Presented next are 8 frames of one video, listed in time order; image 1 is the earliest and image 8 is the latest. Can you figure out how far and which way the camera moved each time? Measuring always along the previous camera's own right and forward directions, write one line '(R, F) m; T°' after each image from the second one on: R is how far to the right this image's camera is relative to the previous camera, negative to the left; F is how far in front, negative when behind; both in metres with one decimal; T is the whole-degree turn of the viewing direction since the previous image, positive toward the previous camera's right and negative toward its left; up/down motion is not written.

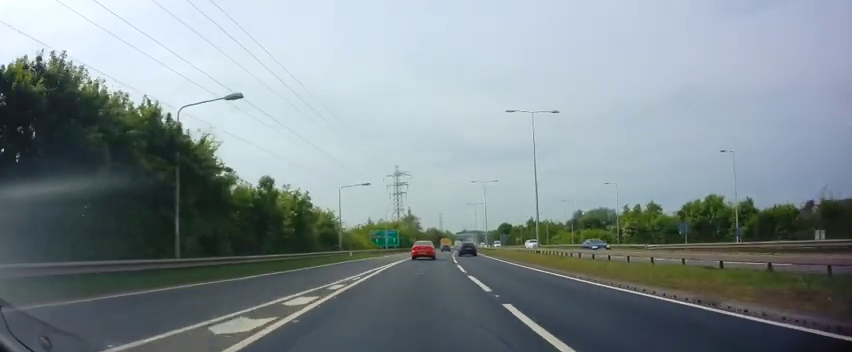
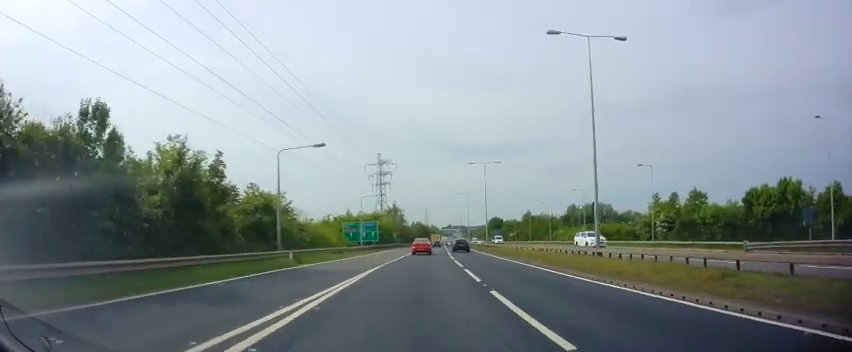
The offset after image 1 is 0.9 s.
(0.0, +15.8) m; +2°
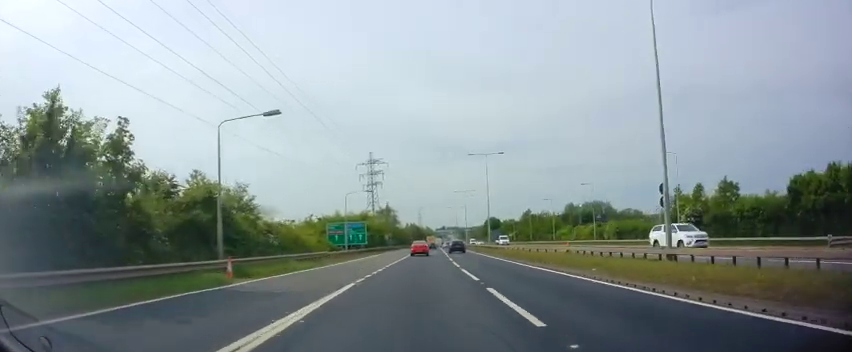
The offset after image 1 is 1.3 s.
(+0.3, +7.7) m; +1°
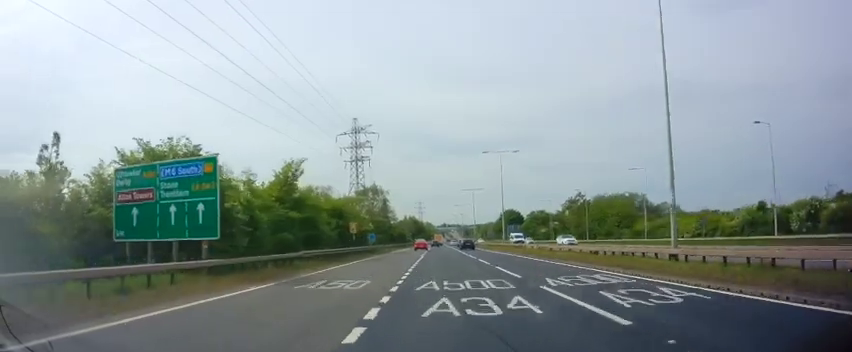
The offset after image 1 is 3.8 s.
(+0.7, +43.1) m; 0°
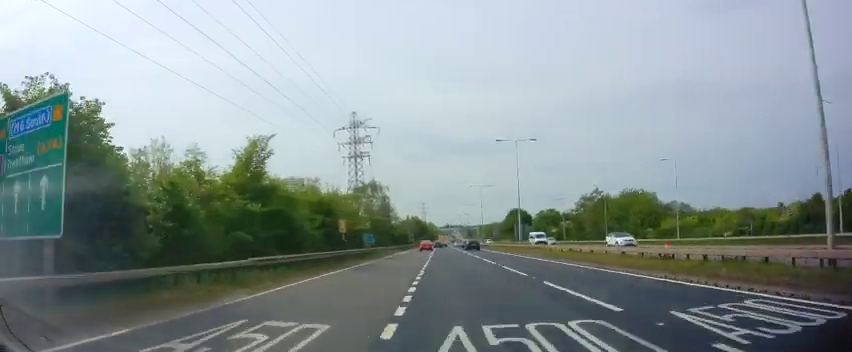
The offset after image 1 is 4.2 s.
(-0.2, +7.7) m; 0°
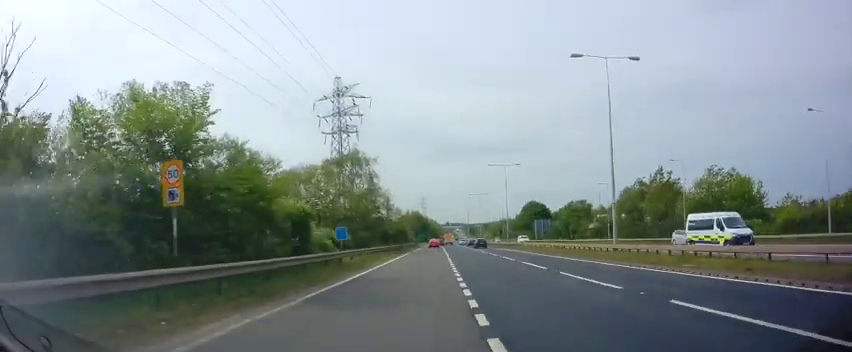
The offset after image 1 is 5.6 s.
(0.0, +24.6) m; +1°
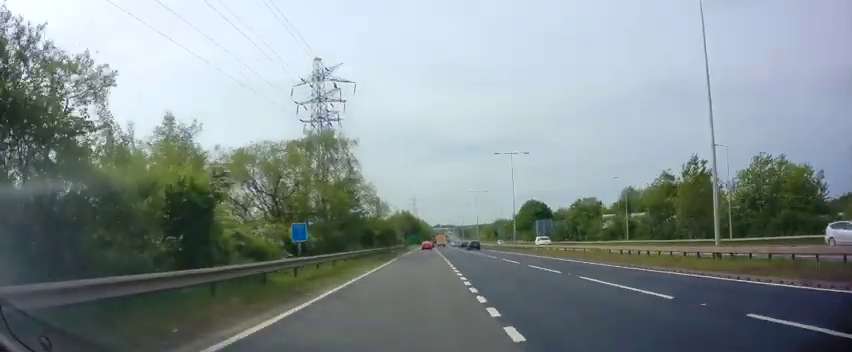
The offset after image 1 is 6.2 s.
(0.0, +11.0) m; 0°
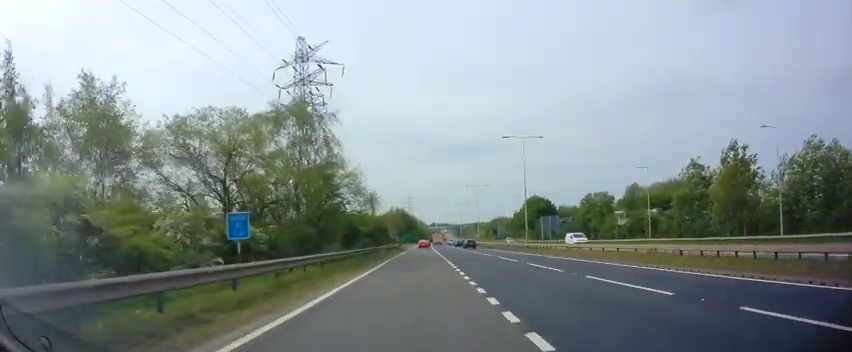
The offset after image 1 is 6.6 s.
(0.0, +8.6) m; 0°
